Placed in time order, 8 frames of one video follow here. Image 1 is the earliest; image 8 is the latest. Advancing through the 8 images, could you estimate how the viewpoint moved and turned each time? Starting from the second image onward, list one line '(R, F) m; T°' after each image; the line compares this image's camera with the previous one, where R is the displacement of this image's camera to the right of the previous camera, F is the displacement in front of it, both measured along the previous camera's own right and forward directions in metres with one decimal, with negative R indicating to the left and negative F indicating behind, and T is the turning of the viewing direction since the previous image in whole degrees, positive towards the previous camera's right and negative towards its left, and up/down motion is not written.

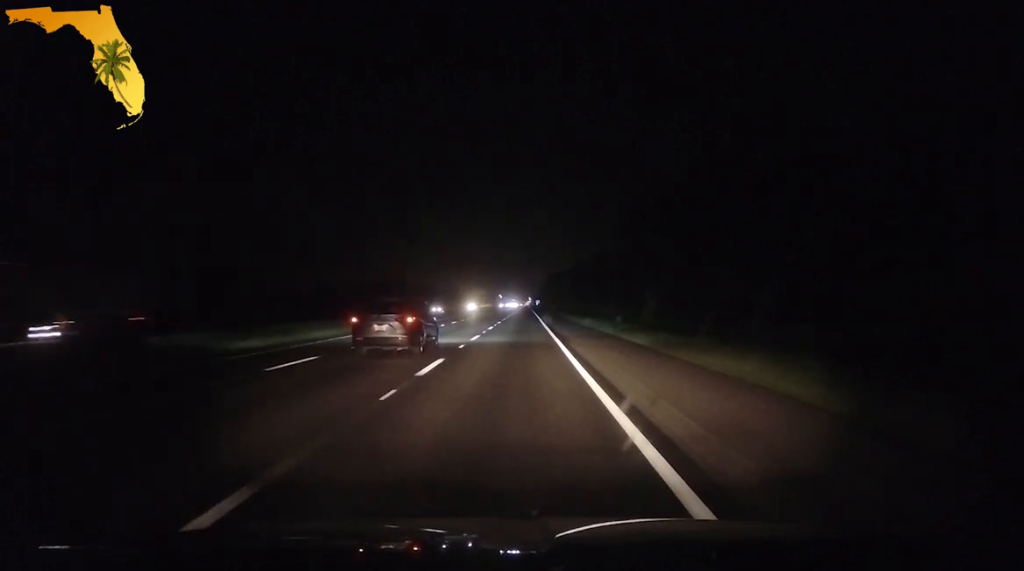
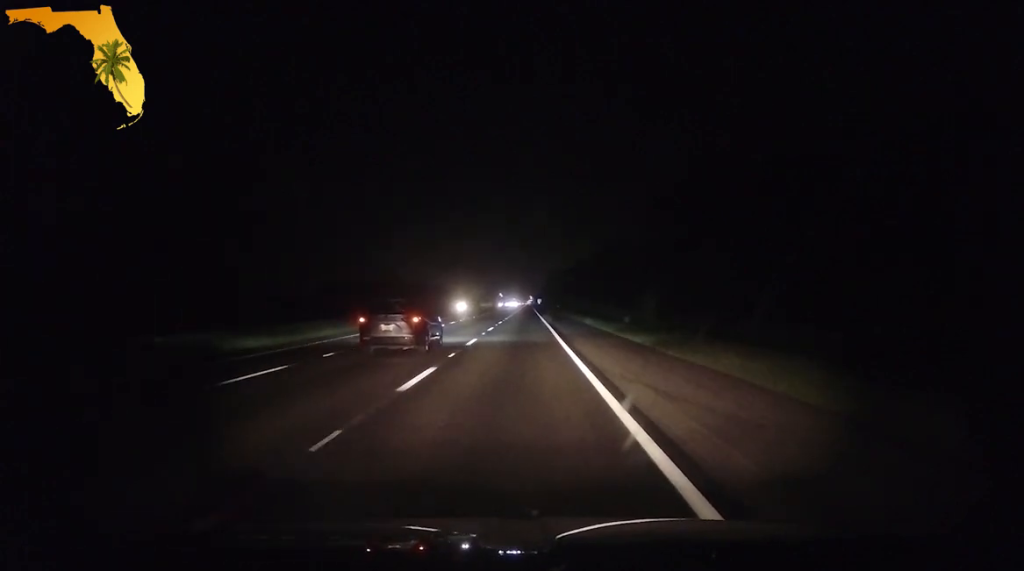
(+0.1, +26.7) m; -1°
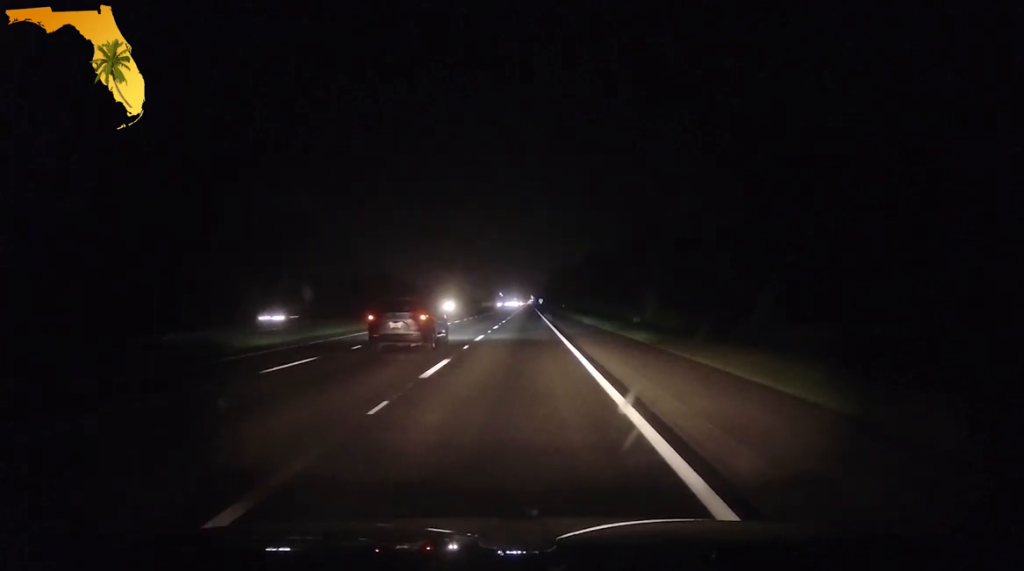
(-0.3, +22.5) m; 0°
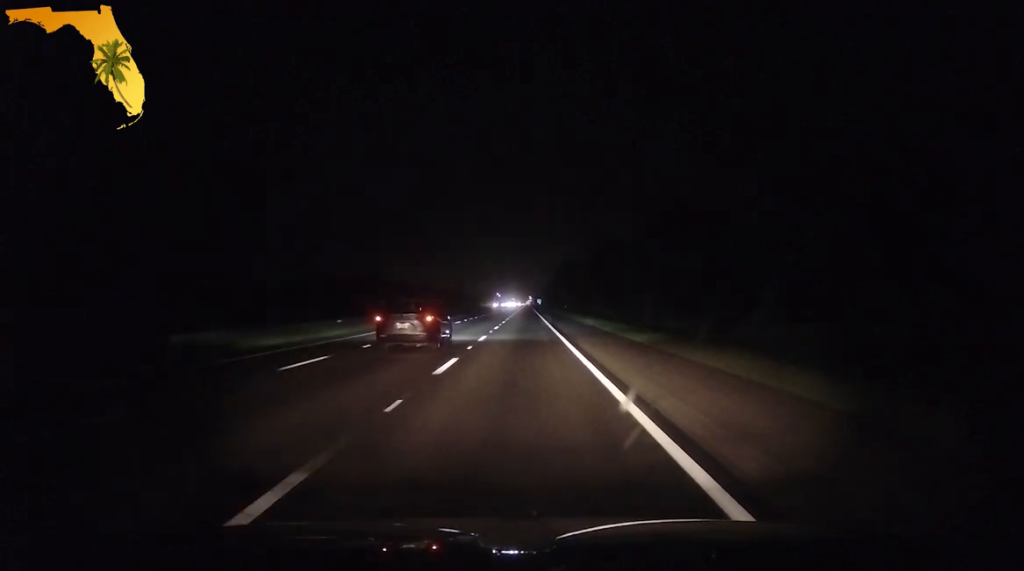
(0.0, +23.4) m; +1°
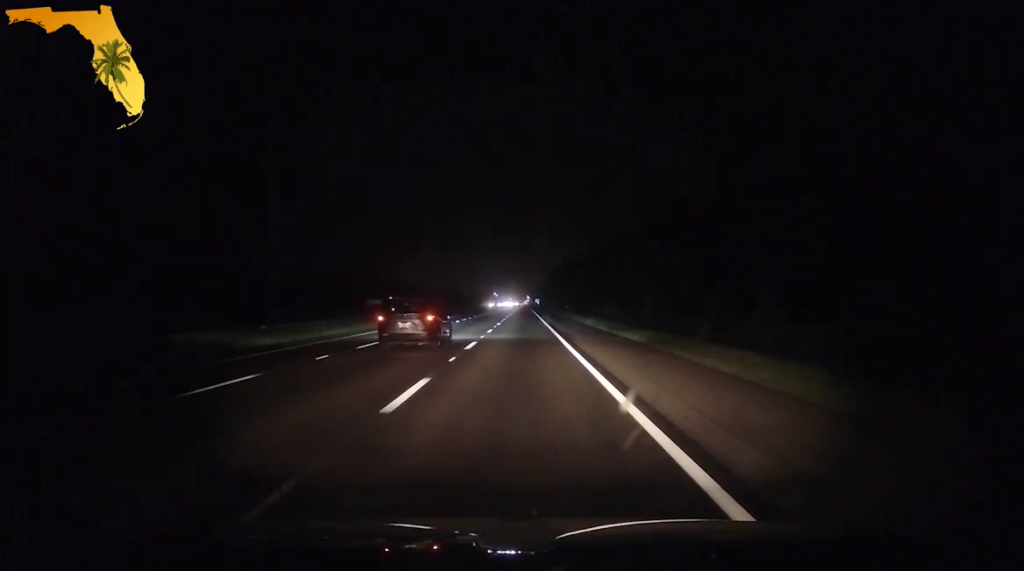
(-0.1, +16.9) m; +1°
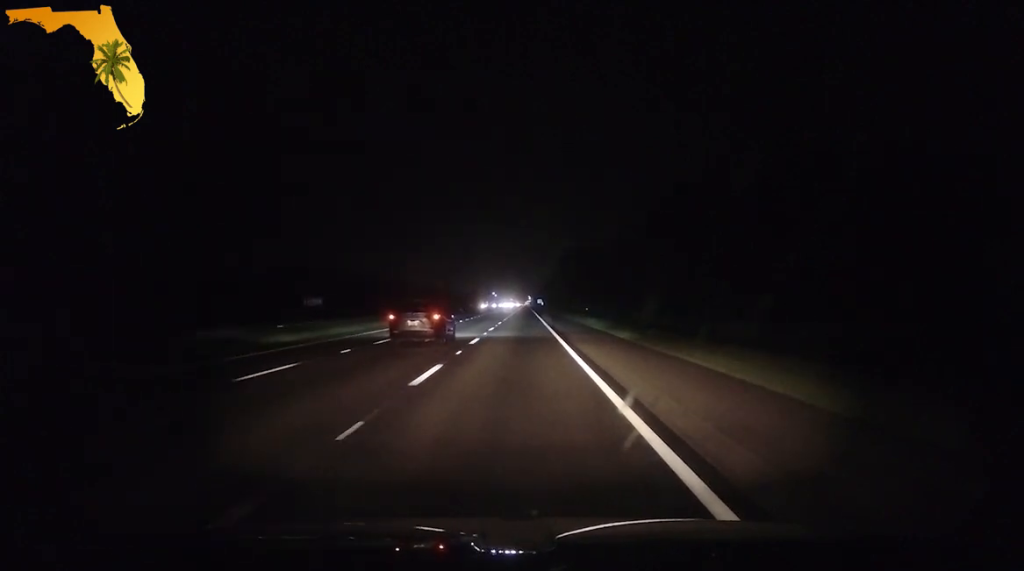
(+1.1, +57.9) m; +1°
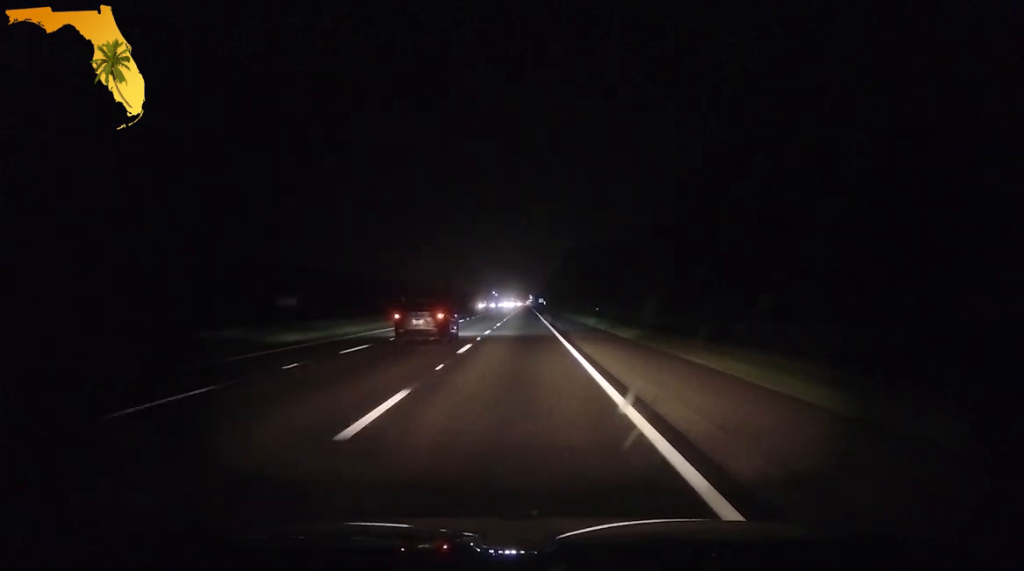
(-0.1, +16.8) m; 0°
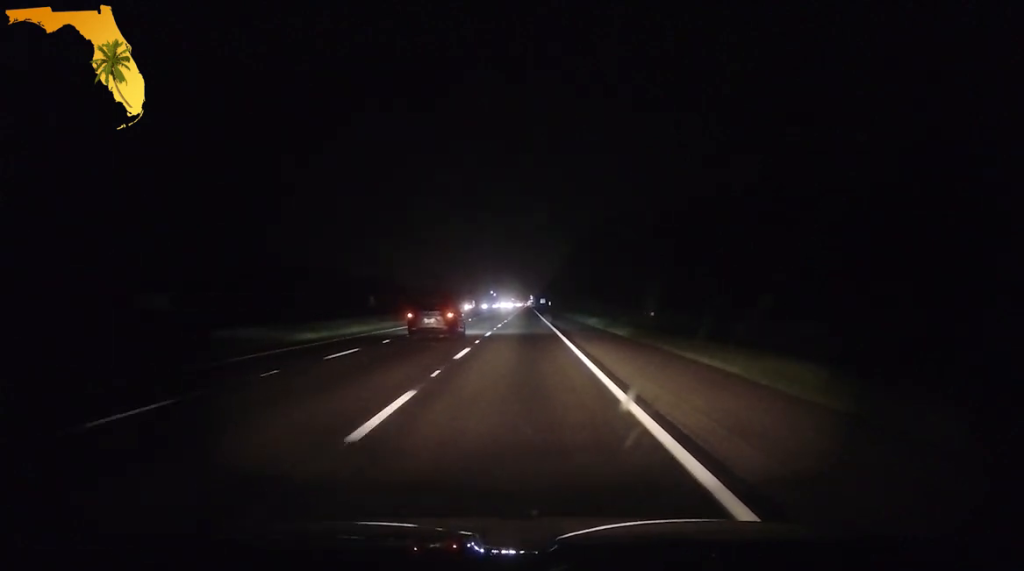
(-0.2, +48.4) m; 0°
